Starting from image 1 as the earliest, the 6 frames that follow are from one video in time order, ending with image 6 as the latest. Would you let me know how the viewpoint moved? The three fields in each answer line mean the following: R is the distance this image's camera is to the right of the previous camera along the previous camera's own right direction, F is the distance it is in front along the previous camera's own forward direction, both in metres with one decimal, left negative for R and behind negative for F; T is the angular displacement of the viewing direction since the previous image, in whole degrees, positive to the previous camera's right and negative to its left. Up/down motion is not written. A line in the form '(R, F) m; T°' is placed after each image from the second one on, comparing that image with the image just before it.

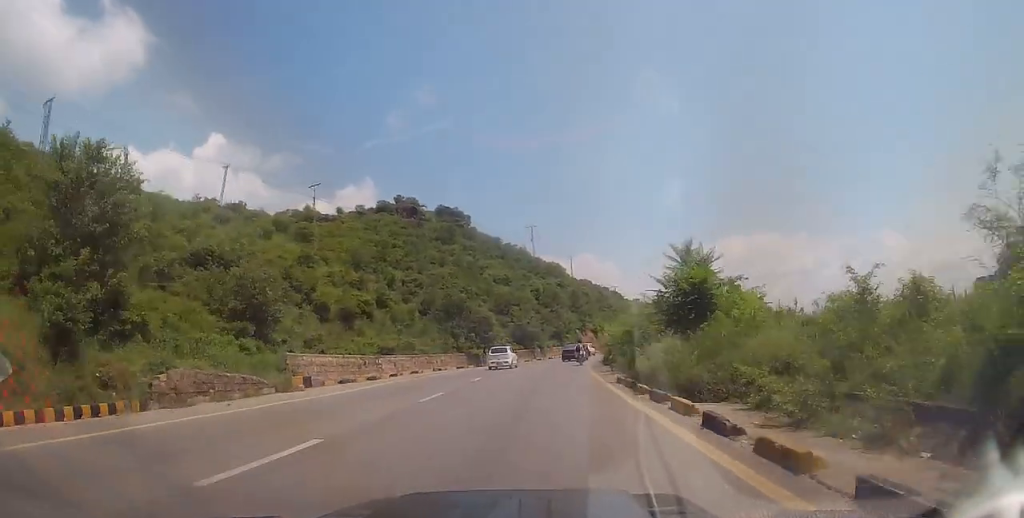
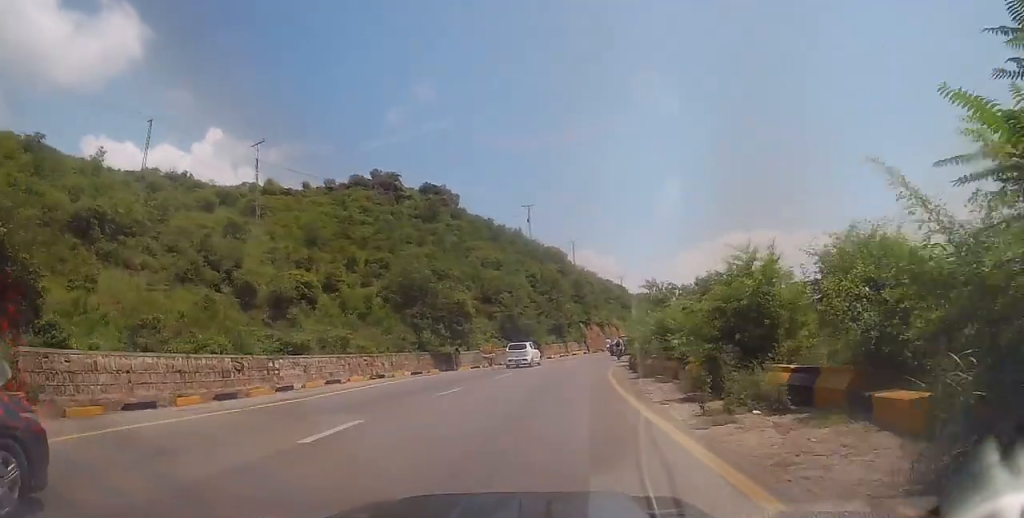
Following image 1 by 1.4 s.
(+0.4, +16.0) m; +1°
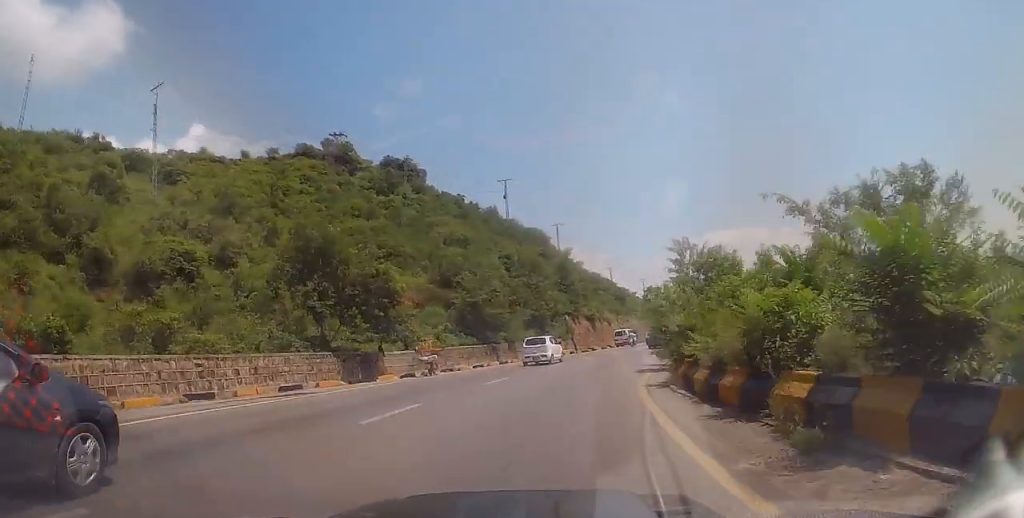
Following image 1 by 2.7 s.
(-0.4, +15.3) m; -1°
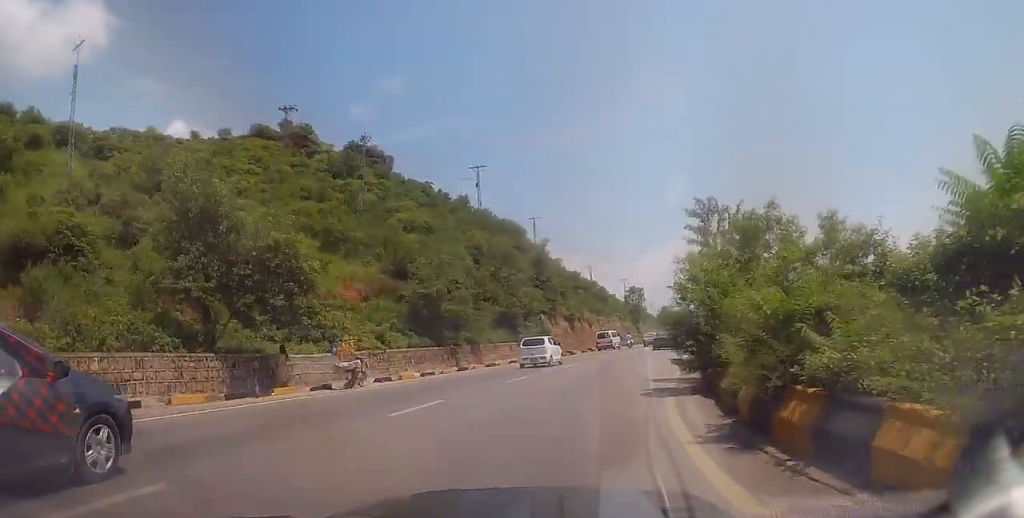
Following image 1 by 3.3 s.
(+0.1, +7.8) m; +4°
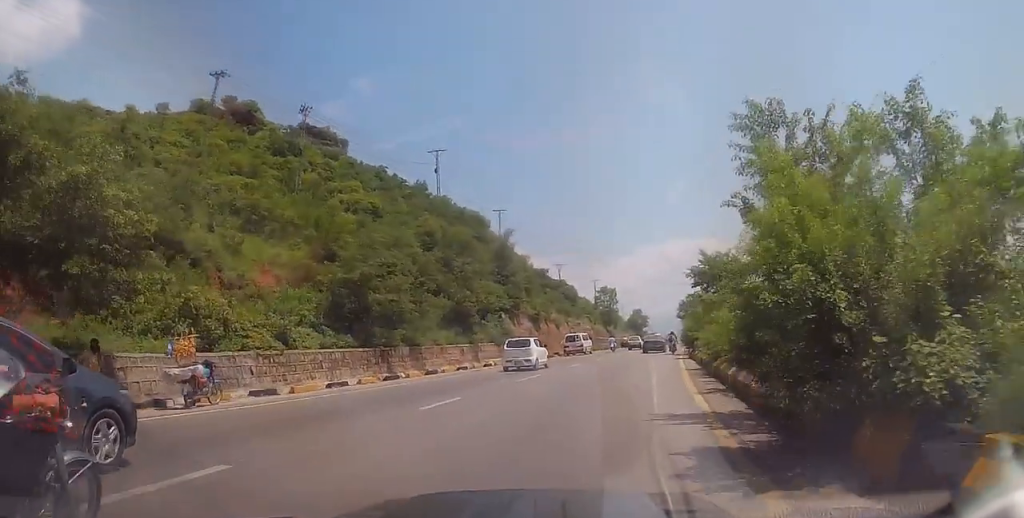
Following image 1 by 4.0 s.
(+0.1, +7.8) m; +4°
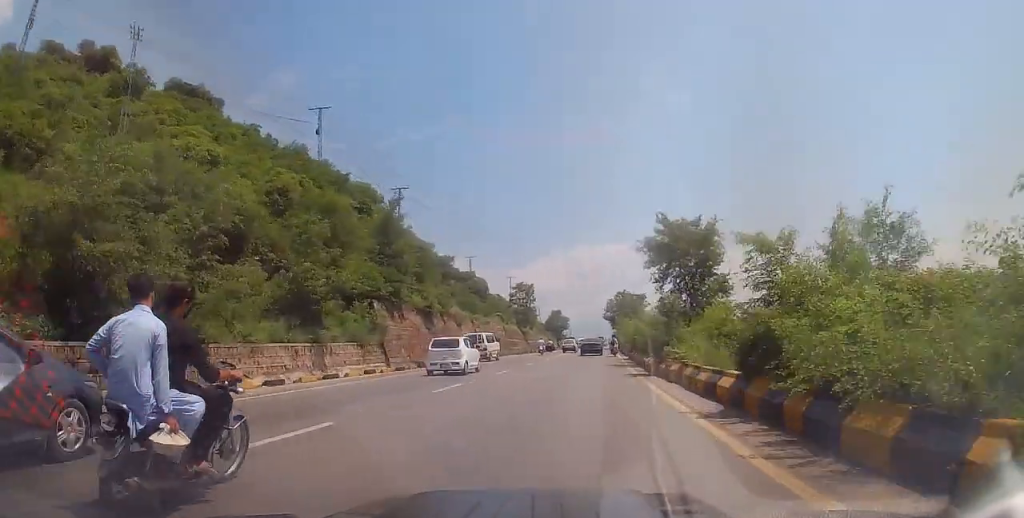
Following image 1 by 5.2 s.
(+1.1, +14.0) m; +6°
